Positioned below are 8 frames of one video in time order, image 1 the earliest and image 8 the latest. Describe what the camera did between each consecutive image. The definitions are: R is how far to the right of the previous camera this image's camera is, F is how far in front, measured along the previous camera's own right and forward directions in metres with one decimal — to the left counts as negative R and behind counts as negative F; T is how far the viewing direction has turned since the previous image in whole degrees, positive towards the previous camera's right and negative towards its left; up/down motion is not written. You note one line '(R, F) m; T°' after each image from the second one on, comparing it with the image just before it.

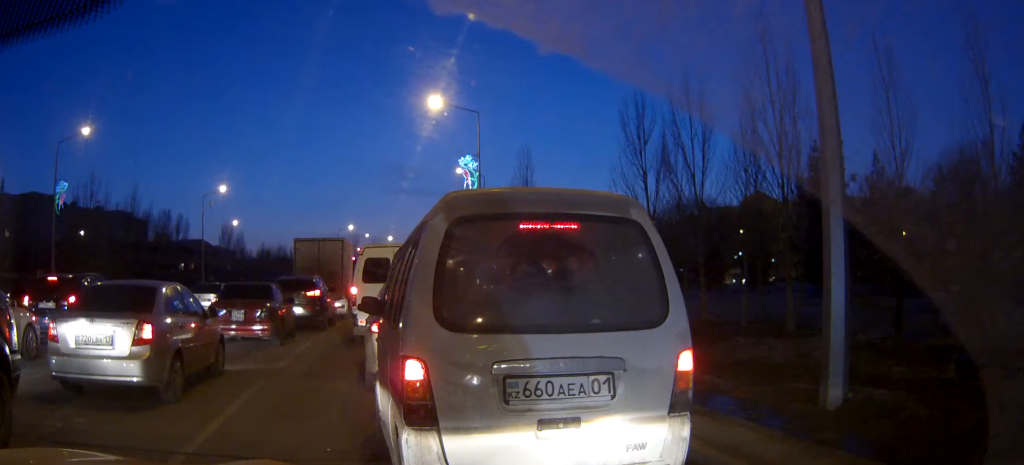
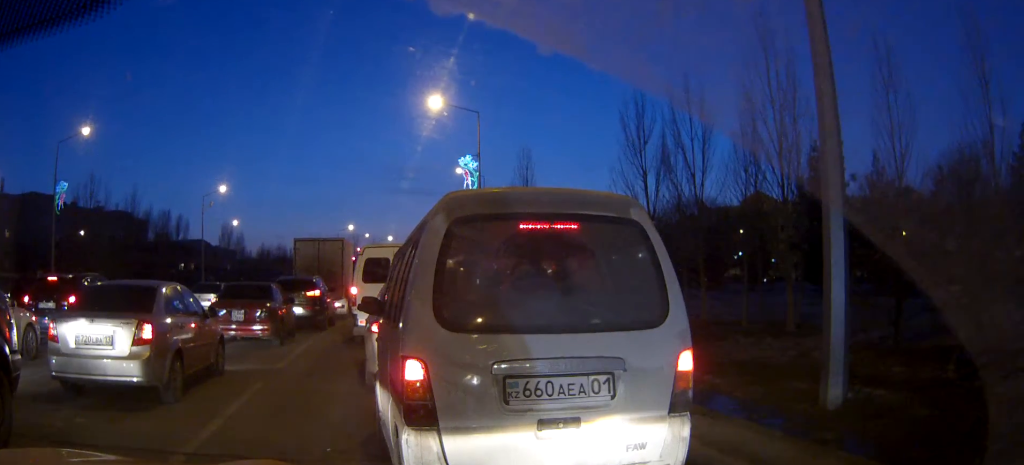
(0.0, 0.0) m; 0°
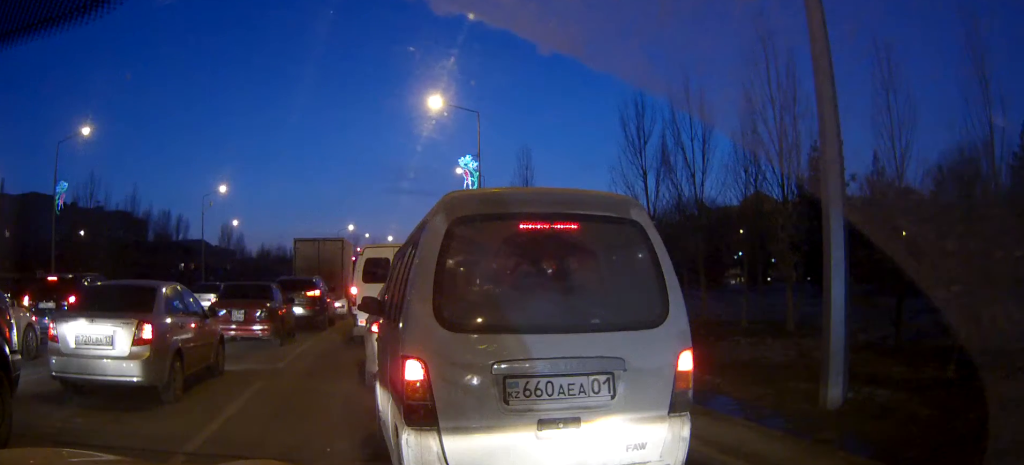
(0.0, 0.0) m; 0°
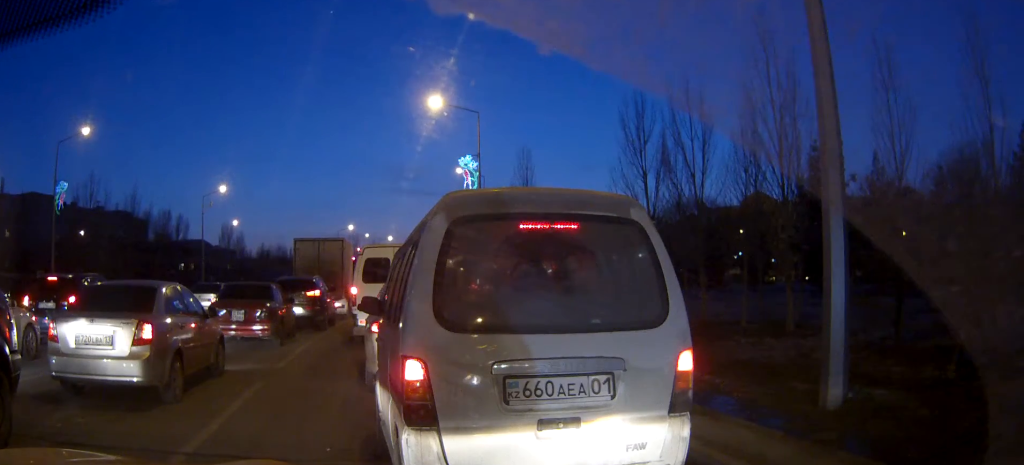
(0.0, 0.0) m; 0°
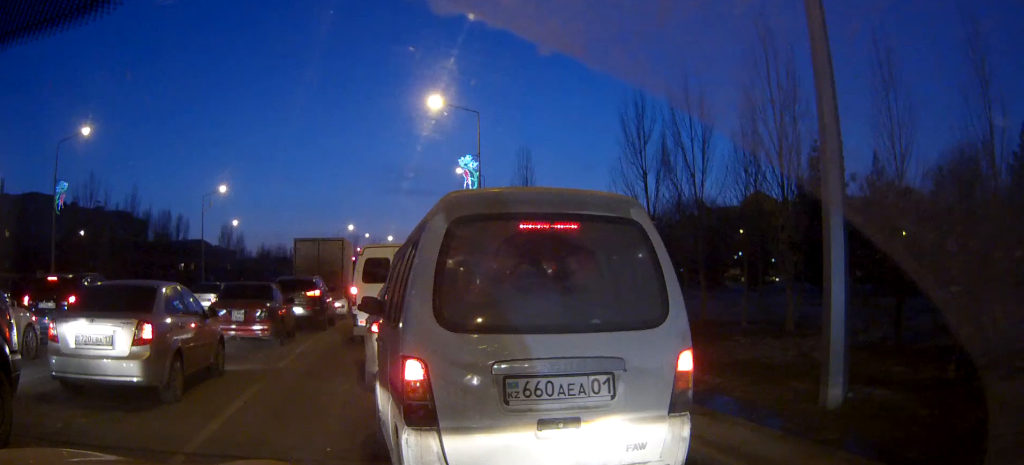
(0.0, 0.0) m; 0°
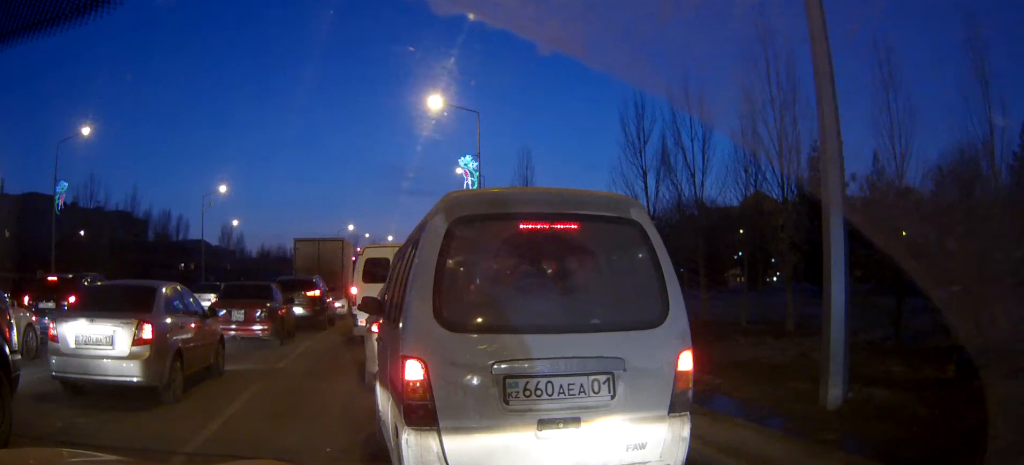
(0.0, 0.0) m; 0°
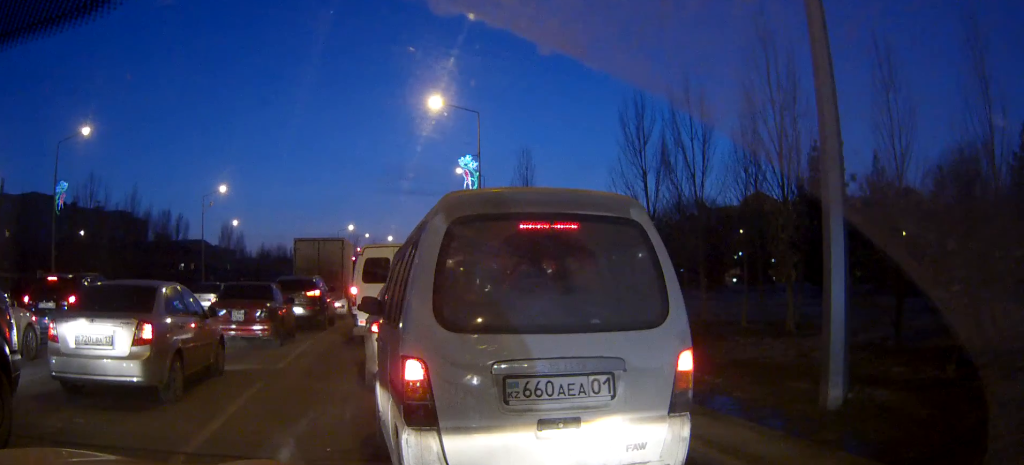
(0.0, 0.0) m; 0°
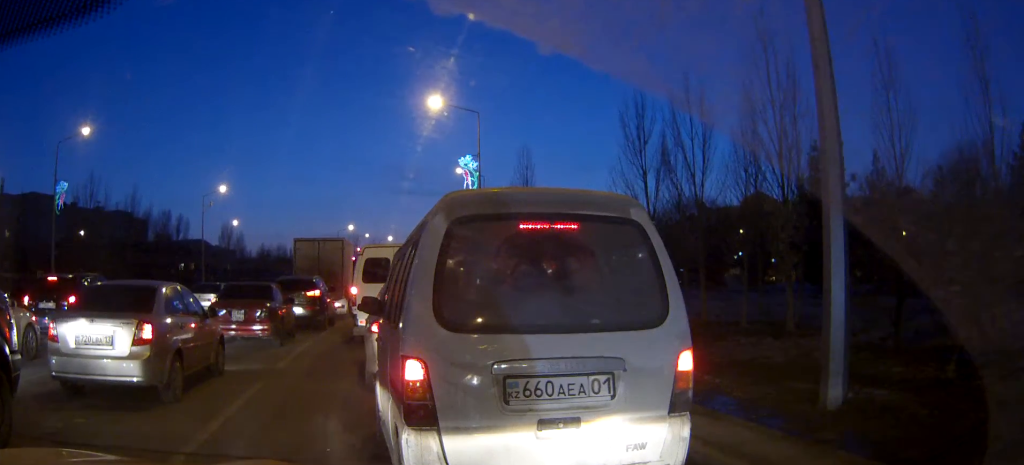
(0.0, 0.0) m; 0°
